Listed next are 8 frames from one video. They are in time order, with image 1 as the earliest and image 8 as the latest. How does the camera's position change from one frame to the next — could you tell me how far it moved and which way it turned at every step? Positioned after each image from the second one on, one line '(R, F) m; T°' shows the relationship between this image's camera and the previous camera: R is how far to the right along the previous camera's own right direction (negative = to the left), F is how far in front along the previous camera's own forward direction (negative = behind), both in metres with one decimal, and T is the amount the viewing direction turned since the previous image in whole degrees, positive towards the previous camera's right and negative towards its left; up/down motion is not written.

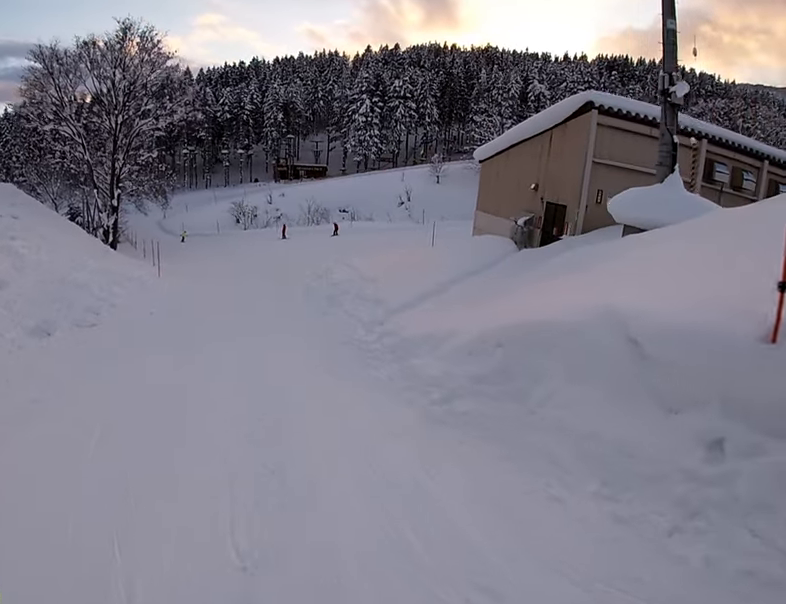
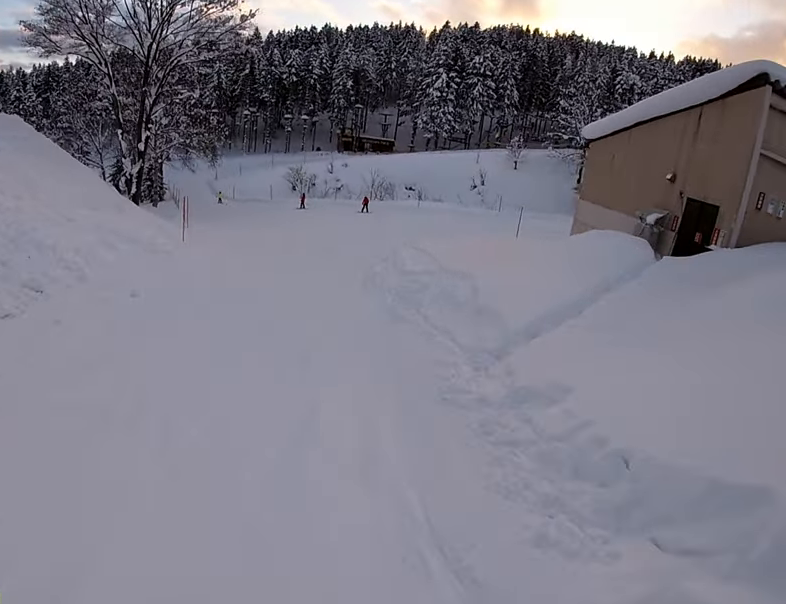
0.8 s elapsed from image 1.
(+0.1, +5.5) m; -1°
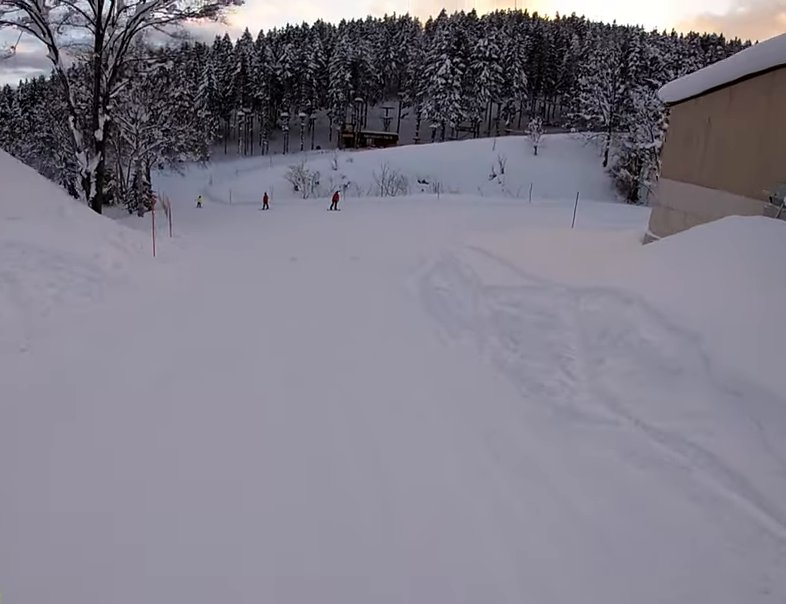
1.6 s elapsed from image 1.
(-0.1, +5.9) m; +2°
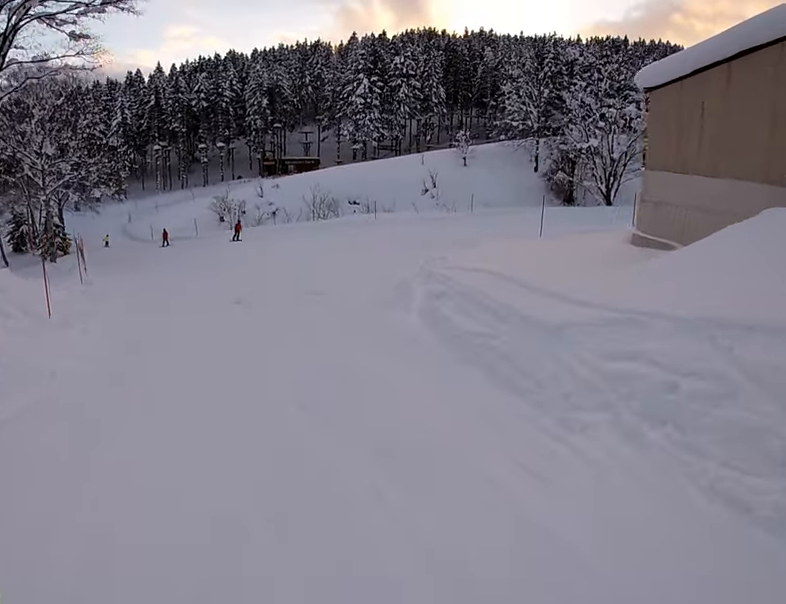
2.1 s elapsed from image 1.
(-0.4, +4.2) m; +4°
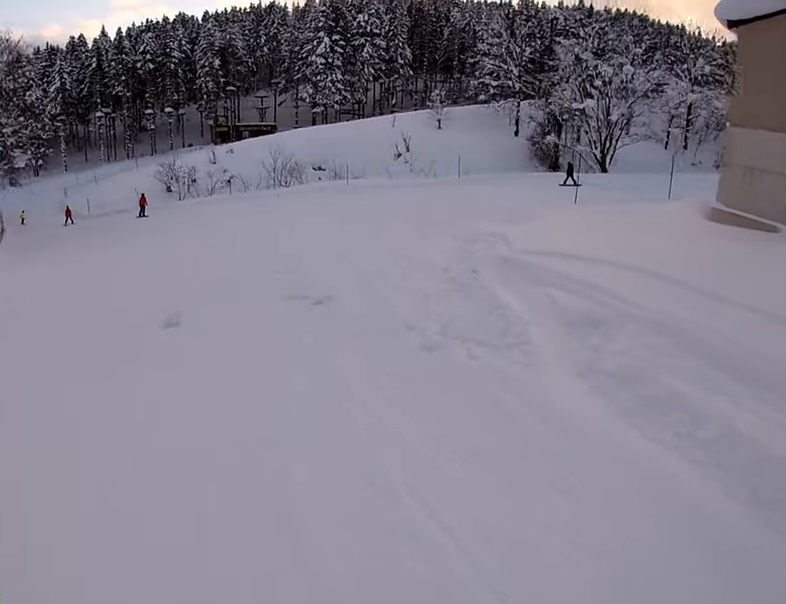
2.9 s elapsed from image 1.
(+1.0, +6.0) m; +3°
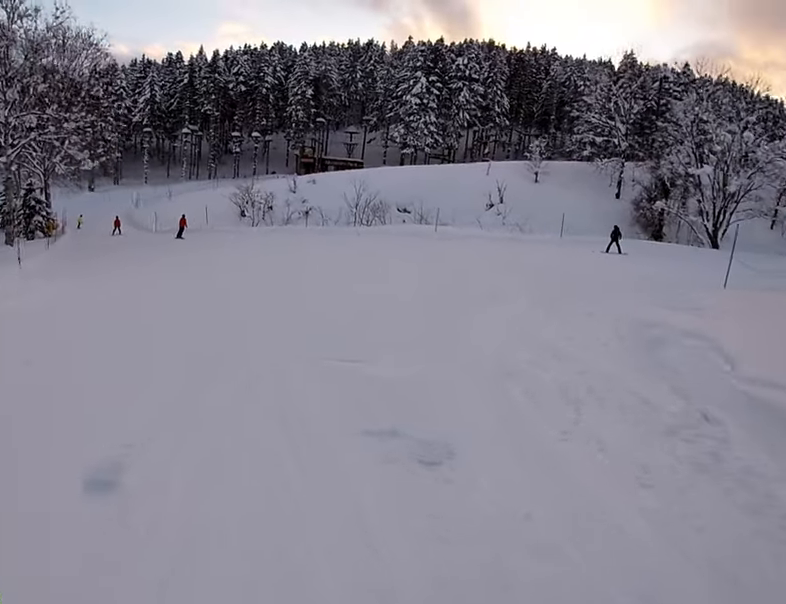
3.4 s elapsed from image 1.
(+0.1, +4.1) m; -4°
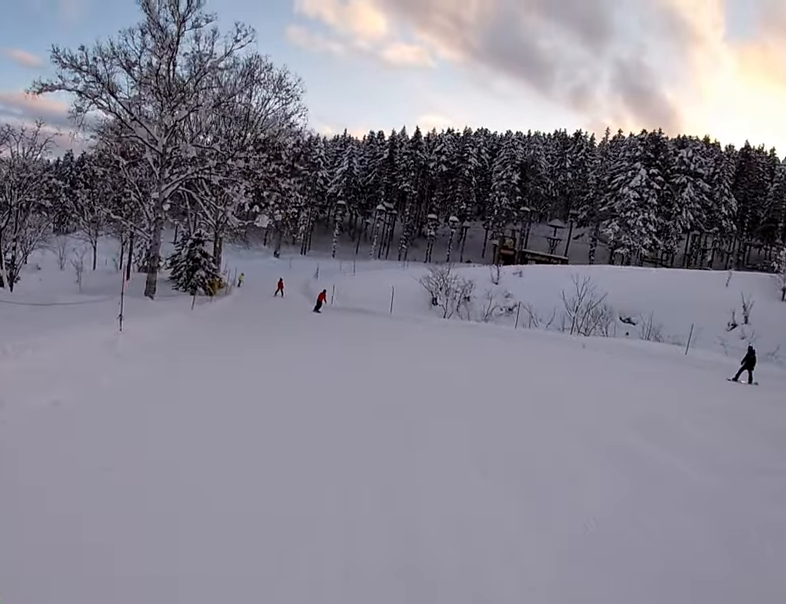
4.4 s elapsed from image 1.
(-1.1, +7.8) m; -16°
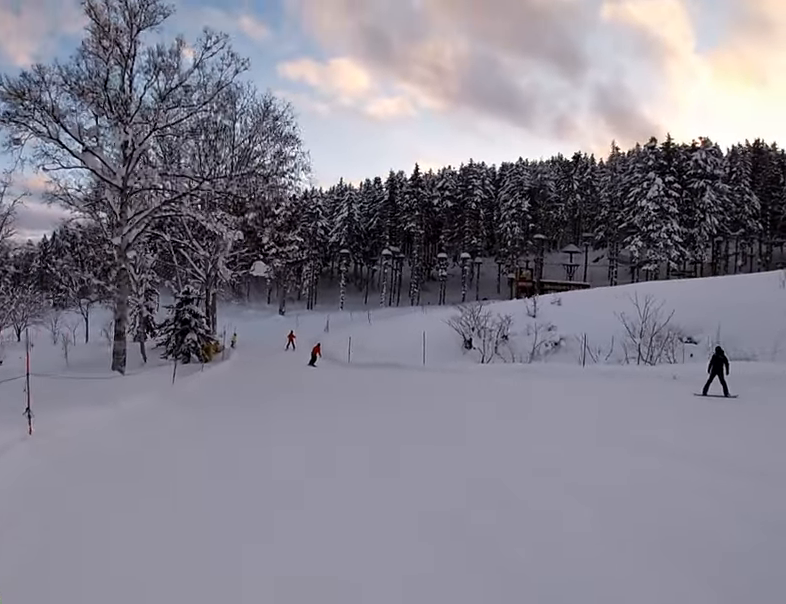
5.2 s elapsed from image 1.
(-0.7, +6.1) m; -7°
